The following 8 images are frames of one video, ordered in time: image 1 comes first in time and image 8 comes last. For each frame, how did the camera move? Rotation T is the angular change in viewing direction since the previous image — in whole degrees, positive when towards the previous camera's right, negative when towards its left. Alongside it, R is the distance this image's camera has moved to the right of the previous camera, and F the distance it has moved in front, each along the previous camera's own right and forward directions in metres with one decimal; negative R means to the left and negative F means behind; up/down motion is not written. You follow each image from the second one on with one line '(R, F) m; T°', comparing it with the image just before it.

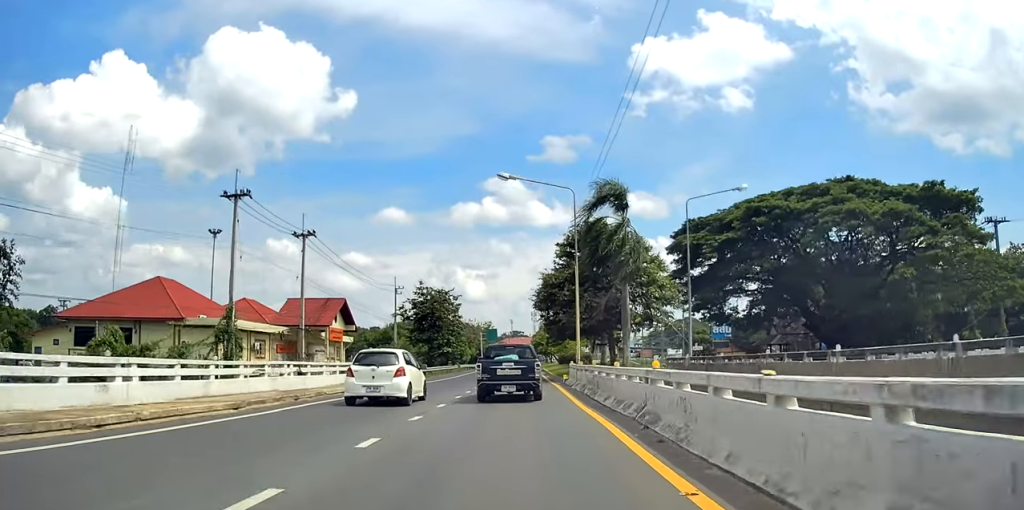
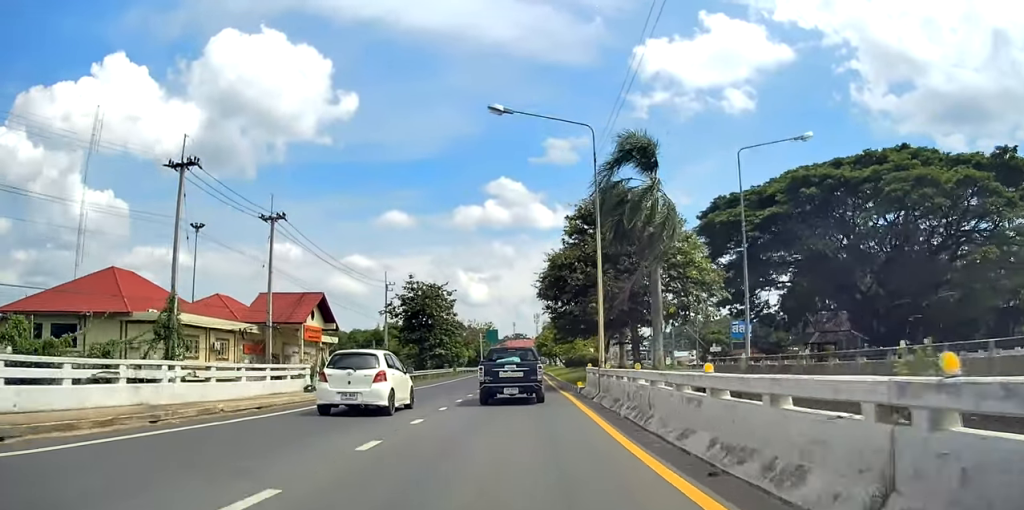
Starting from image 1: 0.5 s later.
(-0.2, +8.4) m; -1°
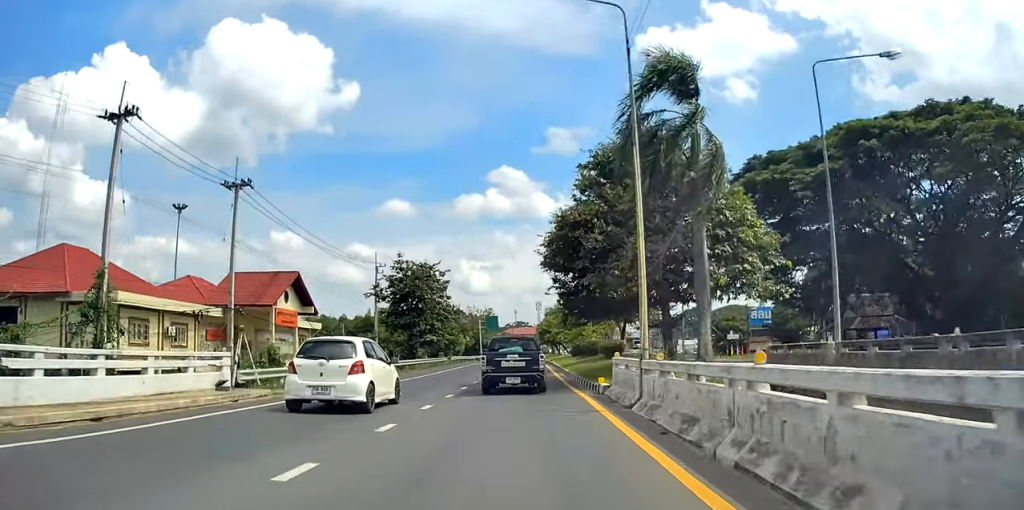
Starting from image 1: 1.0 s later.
(0.0, +7.1) m; 0°
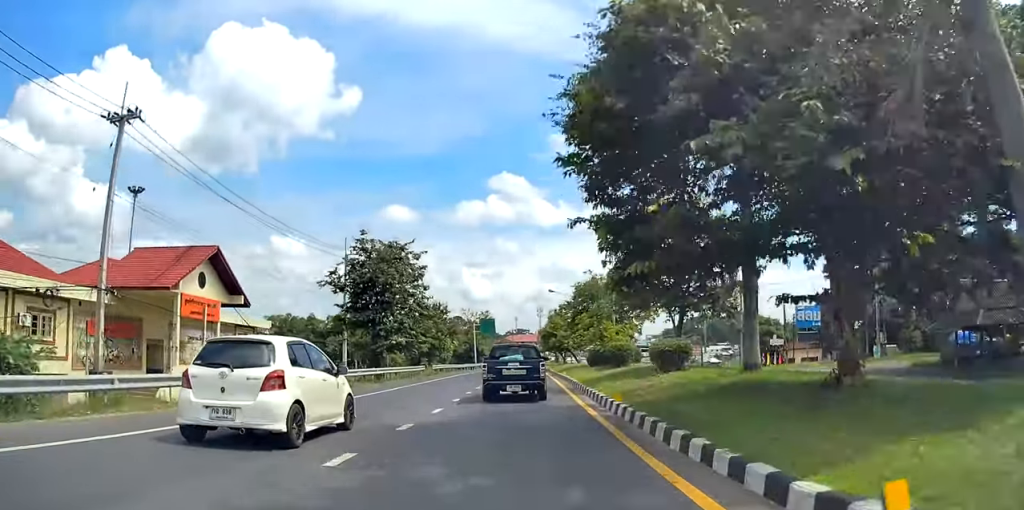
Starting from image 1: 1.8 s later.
(0.0, +14.6) m; 0°
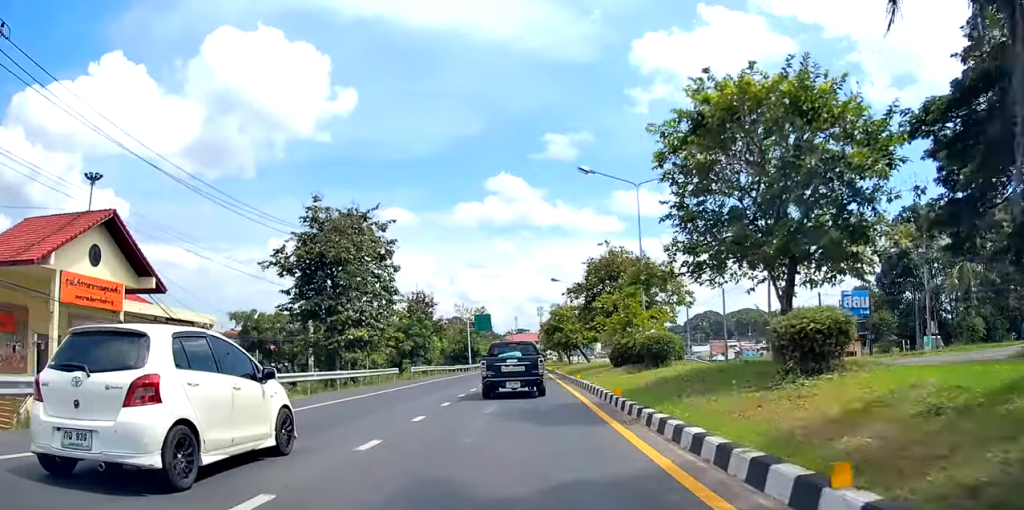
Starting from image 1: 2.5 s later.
(0.0, +11.0) m; 0°
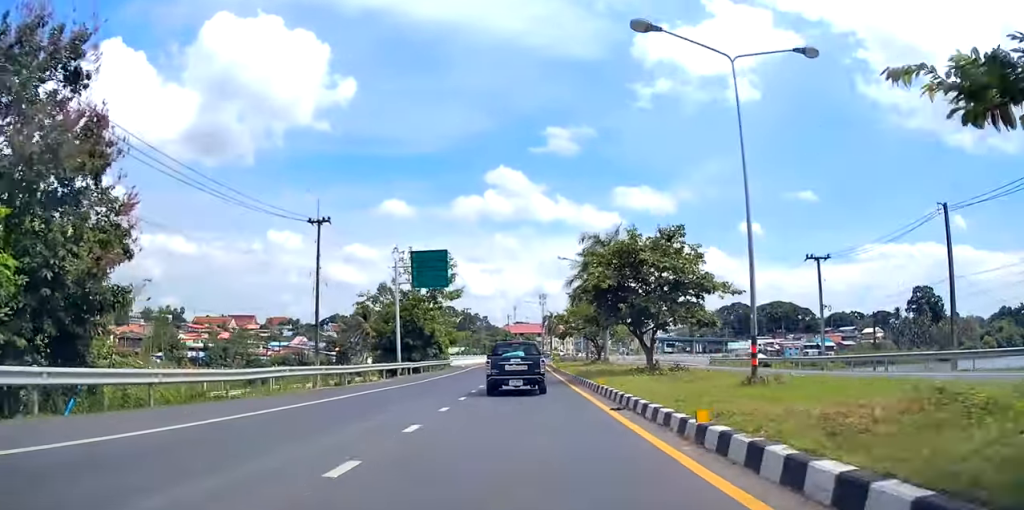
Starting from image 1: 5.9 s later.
(+0.2, +56.2) m; 0°
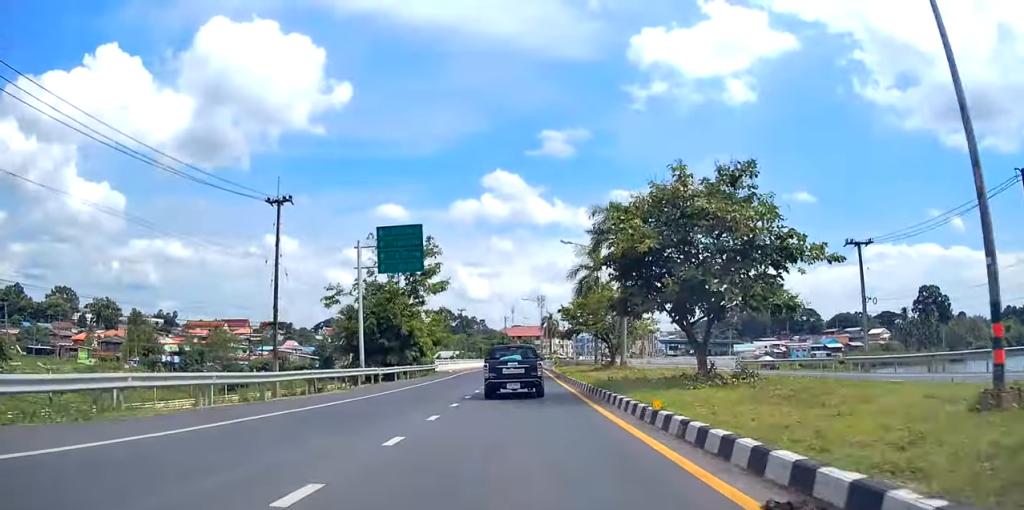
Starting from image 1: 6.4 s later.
(0.0, +9.4) m; 0°
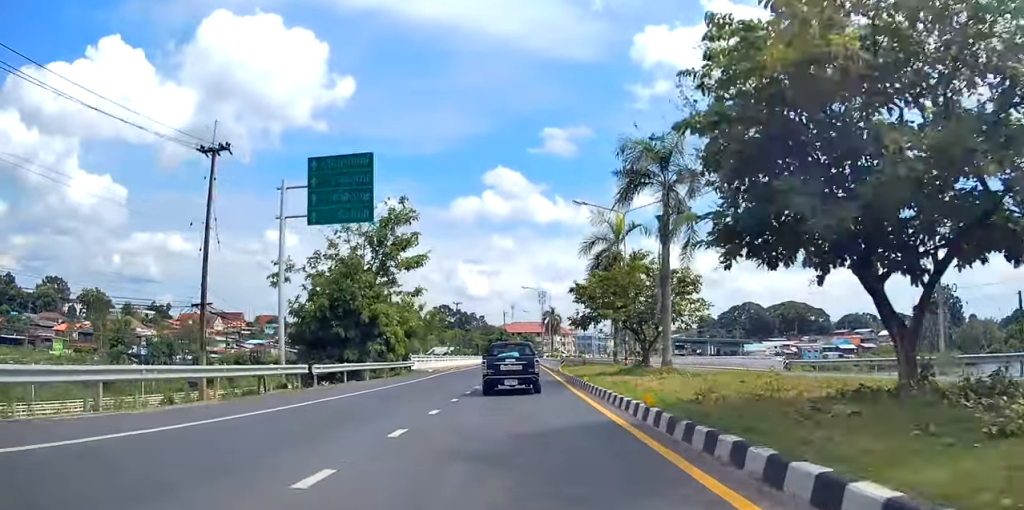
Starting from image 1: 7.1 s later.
(-0.1, +11.5) m; +2°
